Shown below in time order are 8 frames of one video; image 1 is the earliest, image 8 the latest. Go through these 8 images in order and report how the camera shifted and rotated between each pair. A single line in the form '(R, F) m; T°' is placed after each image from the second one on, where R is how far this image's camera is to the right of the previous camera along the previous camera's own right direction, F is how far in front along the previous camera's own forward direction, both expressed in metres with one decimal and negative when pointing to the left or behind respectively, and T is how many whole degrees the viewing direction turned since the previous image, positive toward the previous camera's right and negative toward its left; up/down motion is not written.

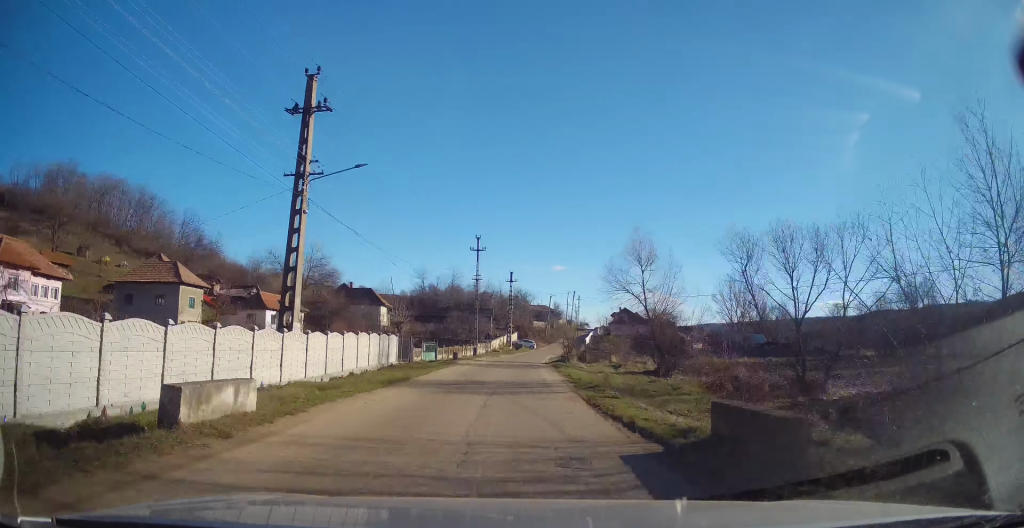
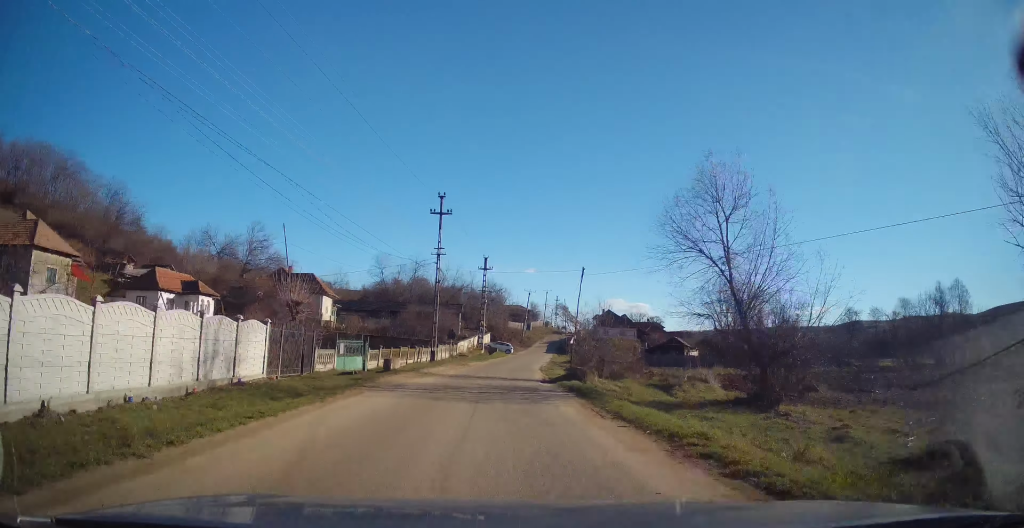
(0.0, +16.4) m; +2°
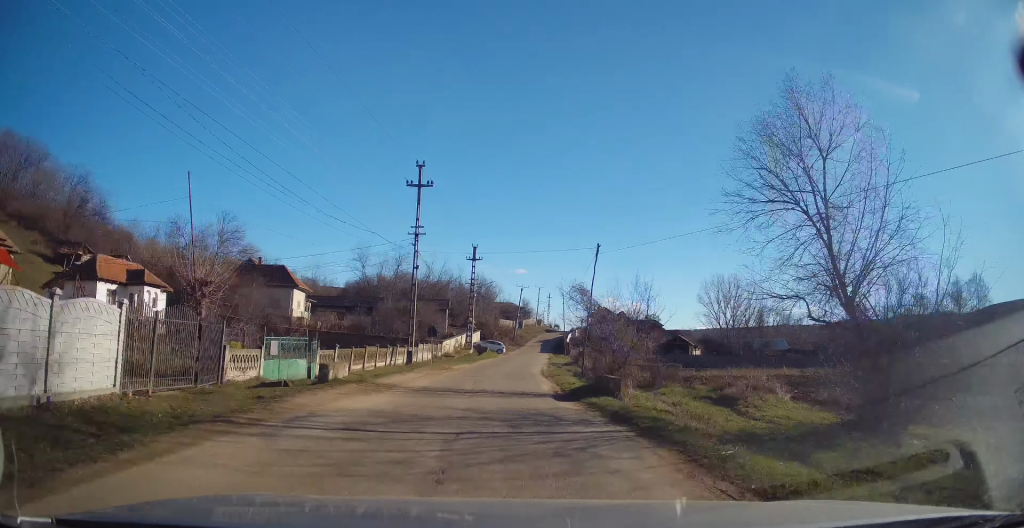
(+0.1, +7.0) m; +1°
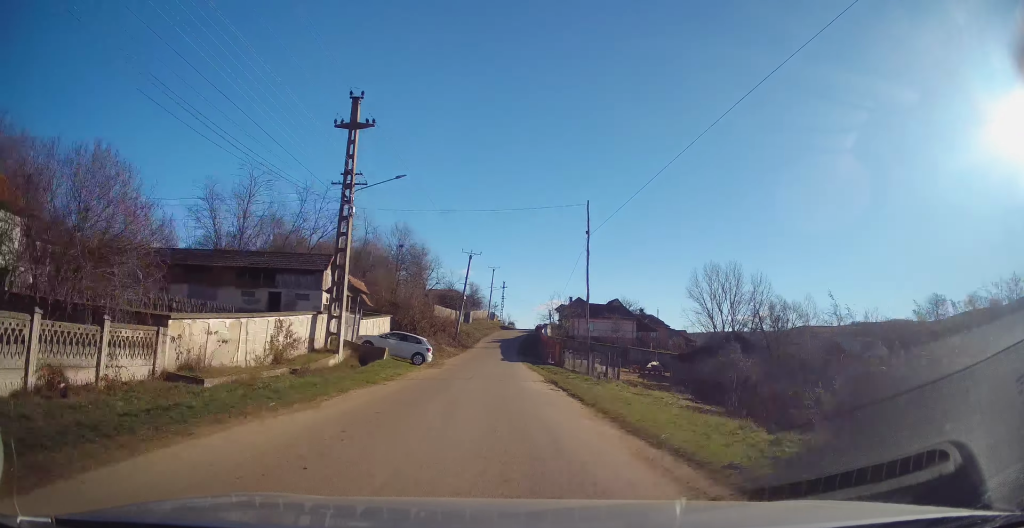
(+2.1, +37.6) m; +6°
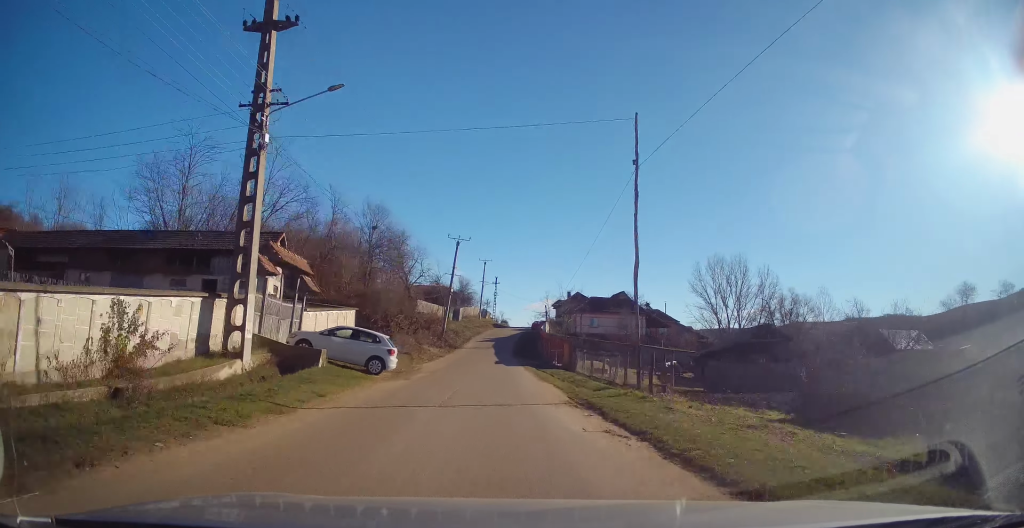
(+0.1, +8.6) m; +1°
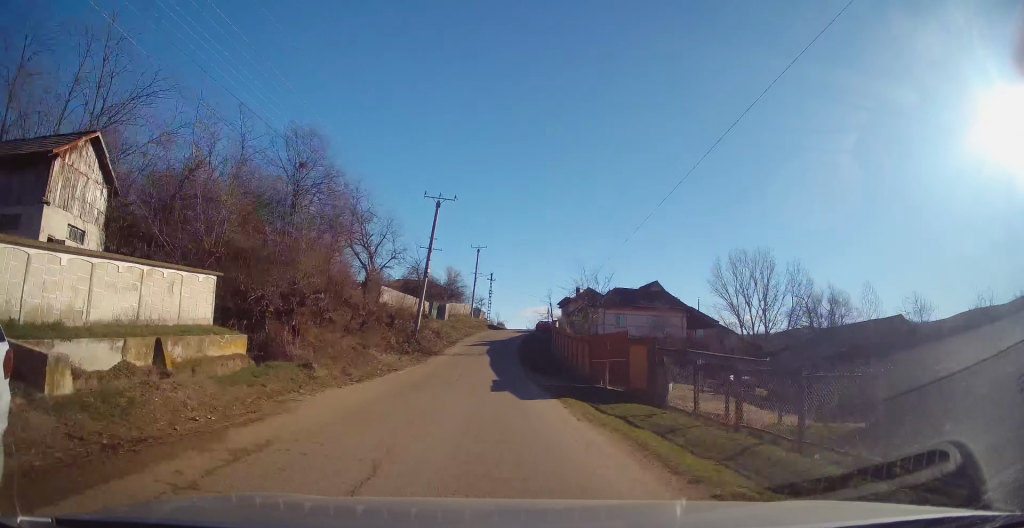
(+0.2, +16.8) m; 0°
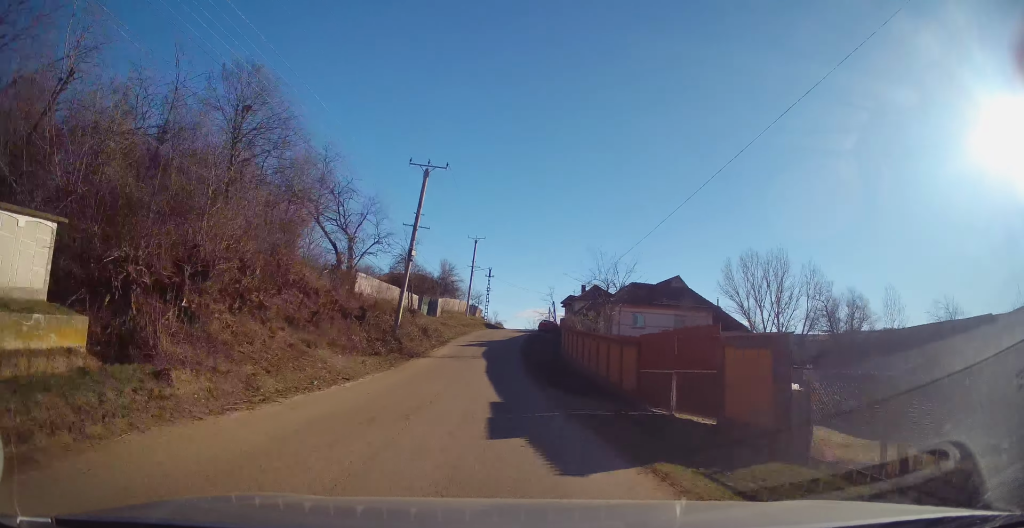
(0.0, +7.0) m; 0°
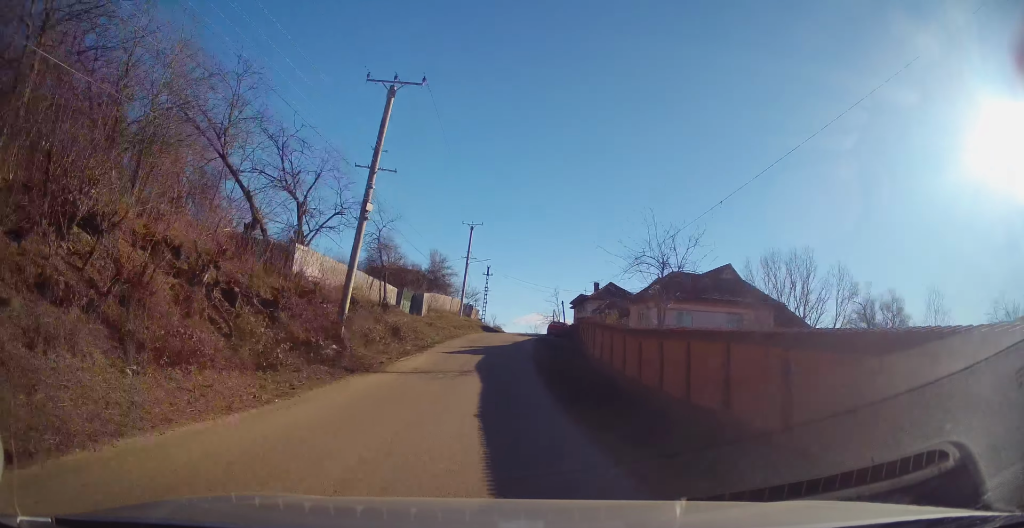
(-0.1, +11.3) m; +1°
